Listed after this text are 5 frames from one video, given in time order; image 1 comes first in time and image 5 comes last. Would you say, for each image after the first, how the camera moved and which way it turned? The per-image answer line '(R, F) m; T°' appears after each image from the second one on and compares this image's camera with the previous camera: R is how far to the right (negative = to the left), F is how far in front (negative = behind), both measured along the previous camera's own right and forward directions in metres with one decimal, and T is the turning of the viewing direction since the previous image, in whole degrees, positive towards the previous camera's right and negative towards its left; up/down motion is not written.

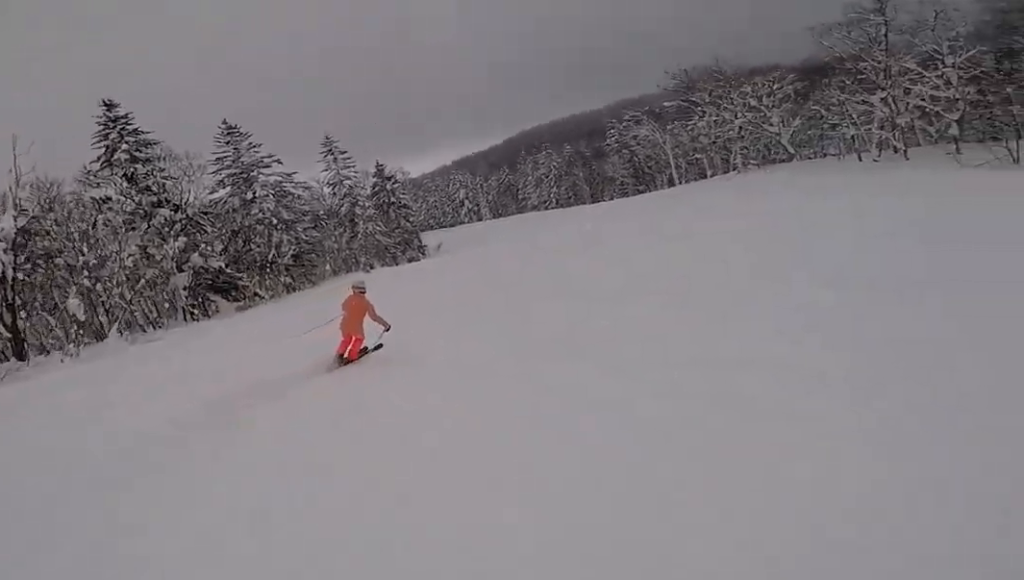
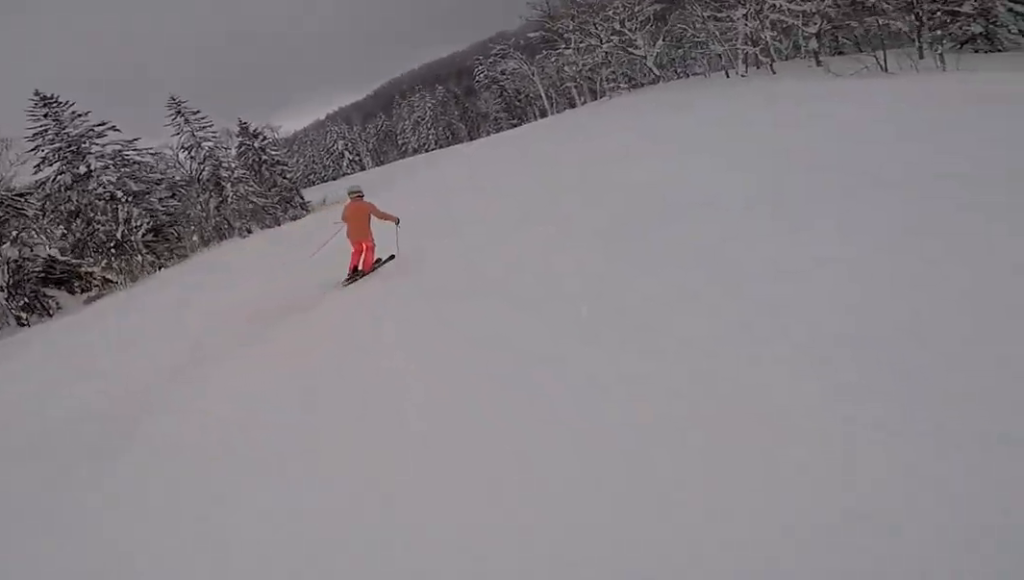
(+0.2, +3.9) m; +6°
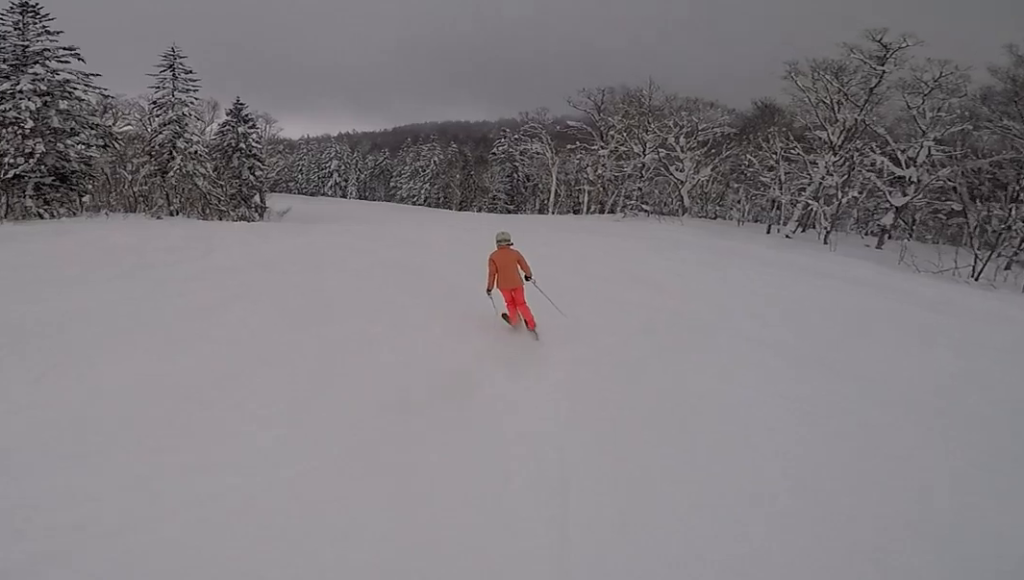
(+1.2, +8.4) m; +3°
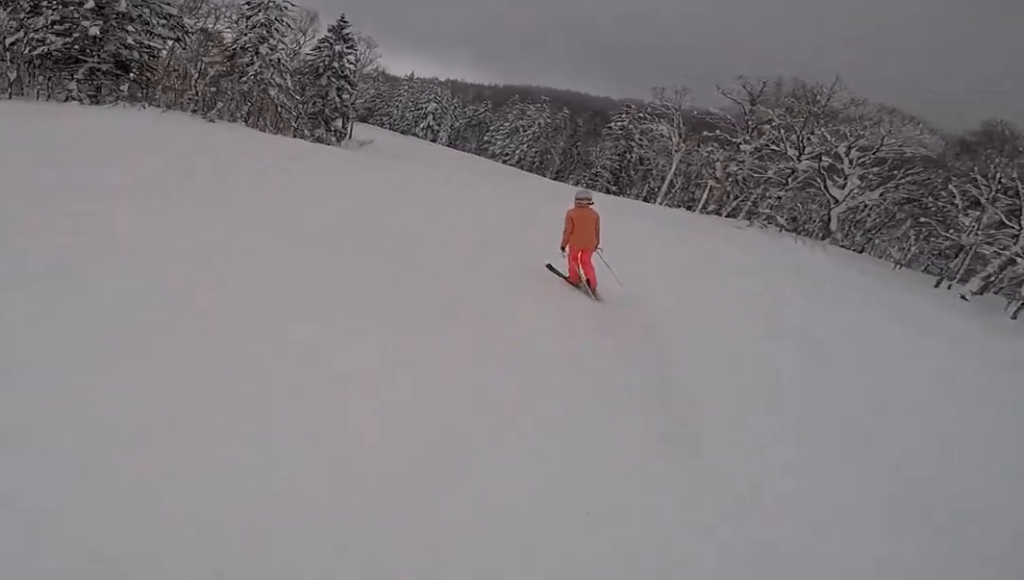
(0.0, +5.7) m; -12°
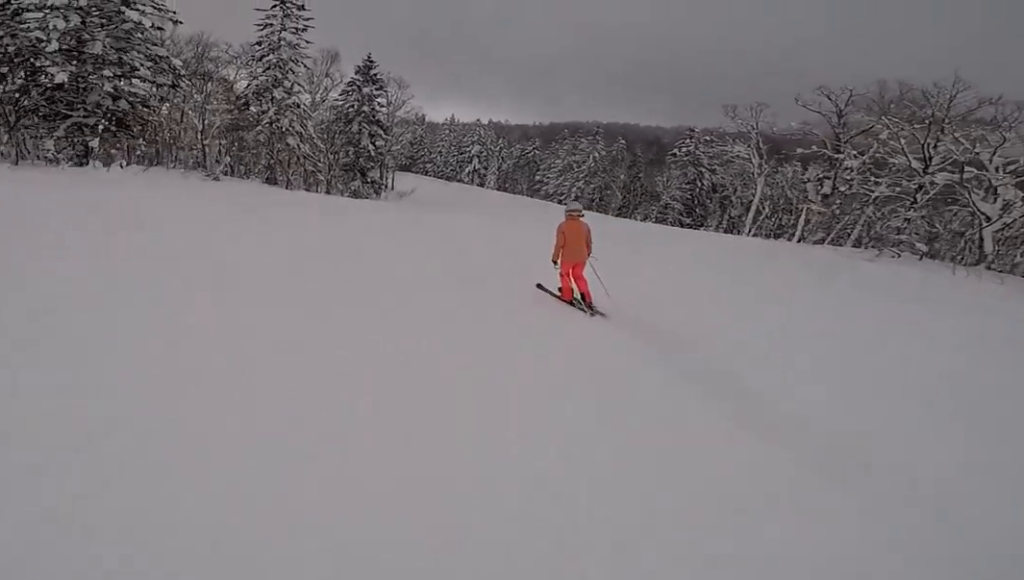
(-1.3, +6.5) m; -11°
